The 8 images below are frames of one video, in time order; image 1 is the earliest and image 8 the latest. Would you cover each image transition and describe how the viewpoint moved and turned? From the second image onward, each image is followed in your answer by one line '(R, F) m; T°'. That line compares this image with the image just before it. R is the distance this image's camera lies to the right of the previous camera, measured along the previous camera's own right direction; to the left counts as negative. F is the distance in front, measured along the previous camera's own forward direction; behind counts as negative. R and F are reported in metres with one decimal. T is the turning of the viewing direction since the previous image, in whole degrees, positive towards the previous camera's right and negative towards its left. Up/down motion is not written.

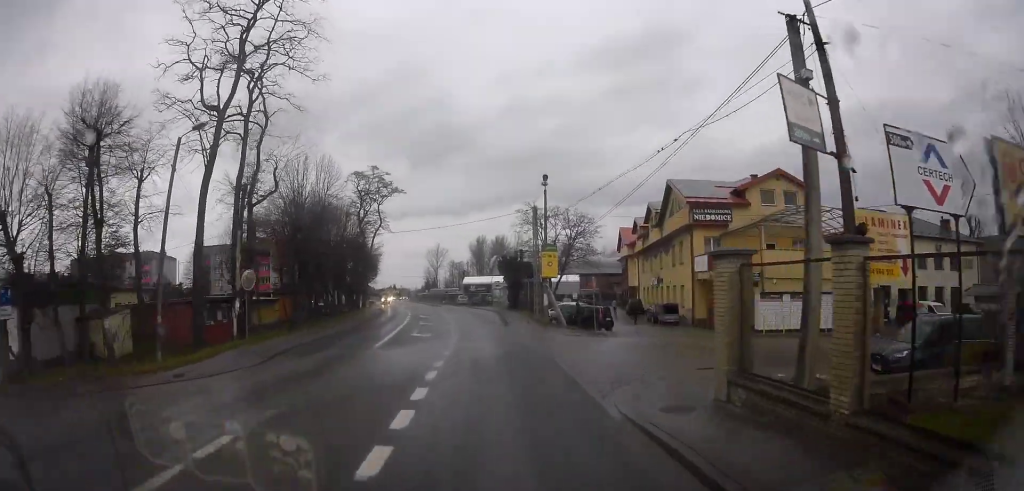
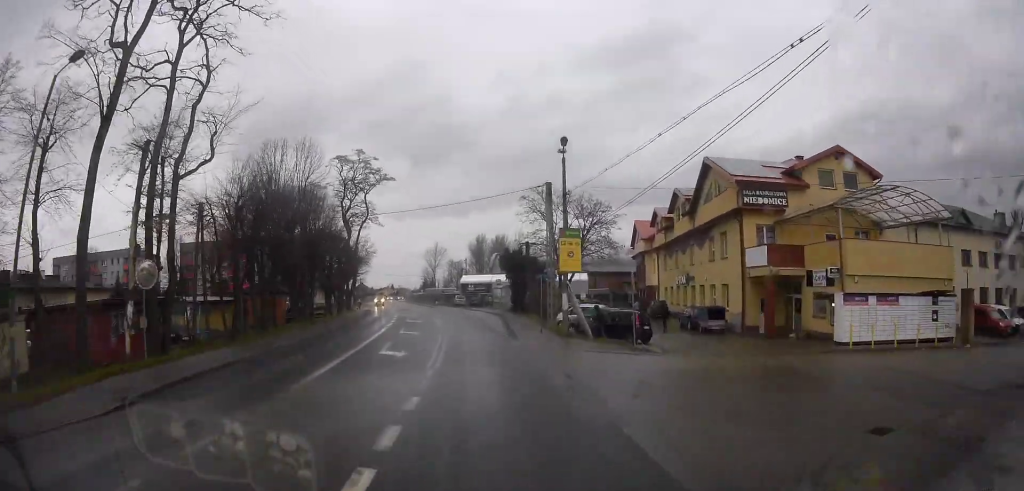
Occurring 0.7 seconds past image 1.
(+0.2, +7.4) m; 0°
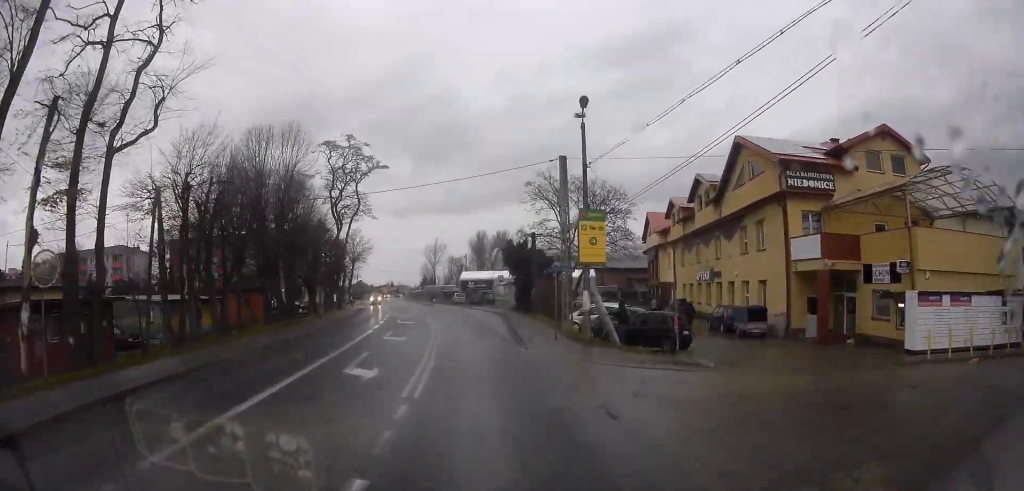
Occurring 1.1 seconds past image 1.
(-0.3, +4.2) m; 0°
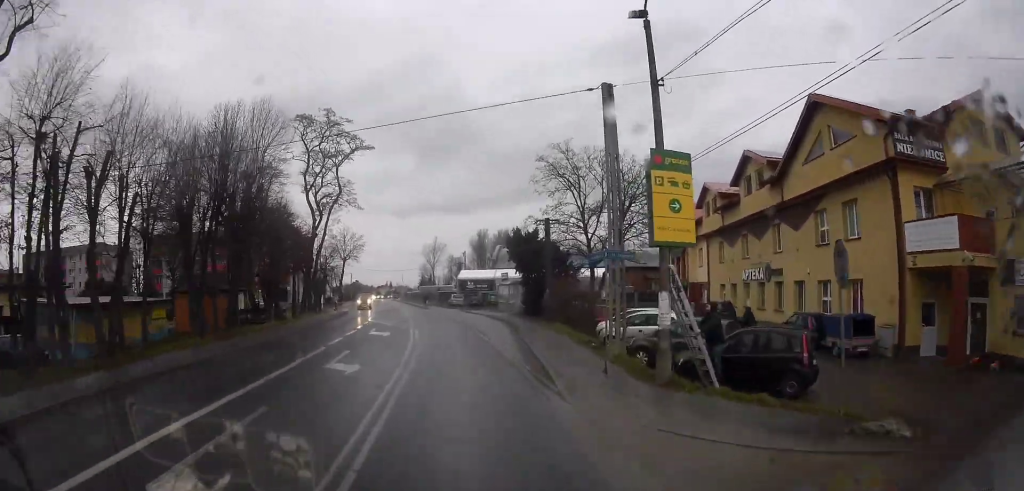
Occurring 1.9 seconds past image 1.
(+0.1, +7.6) m; +1°
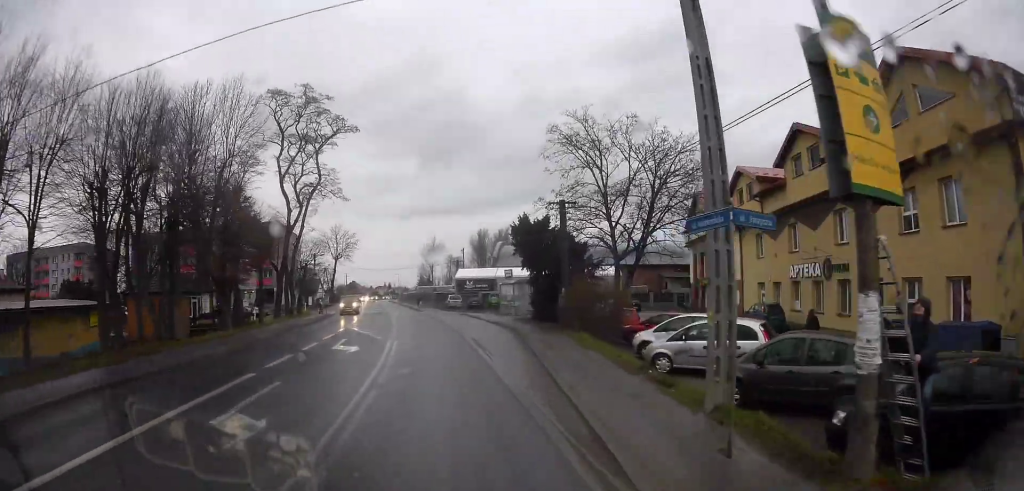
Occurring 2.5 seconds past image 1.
(+0.4, +5.9) m; +1°
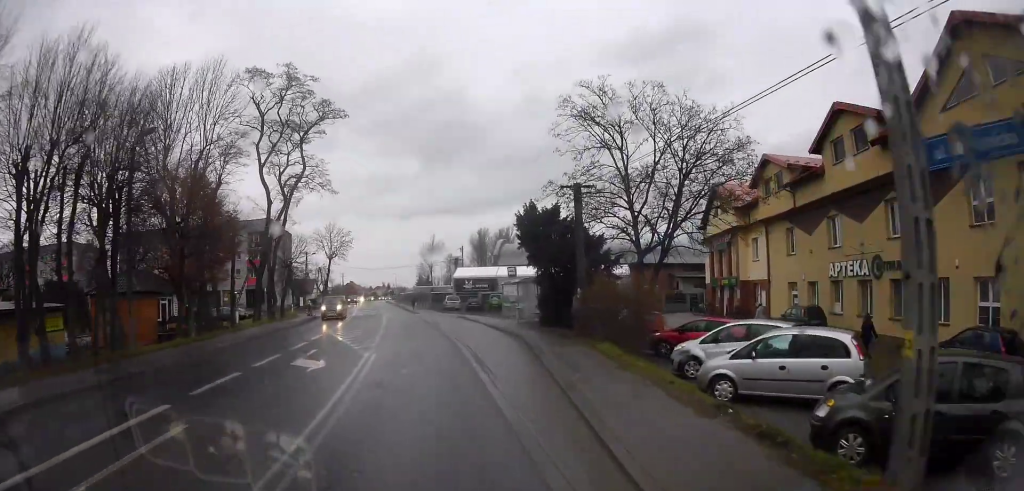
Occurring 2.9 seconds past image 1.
(-0.2, +3.9) m; -1°
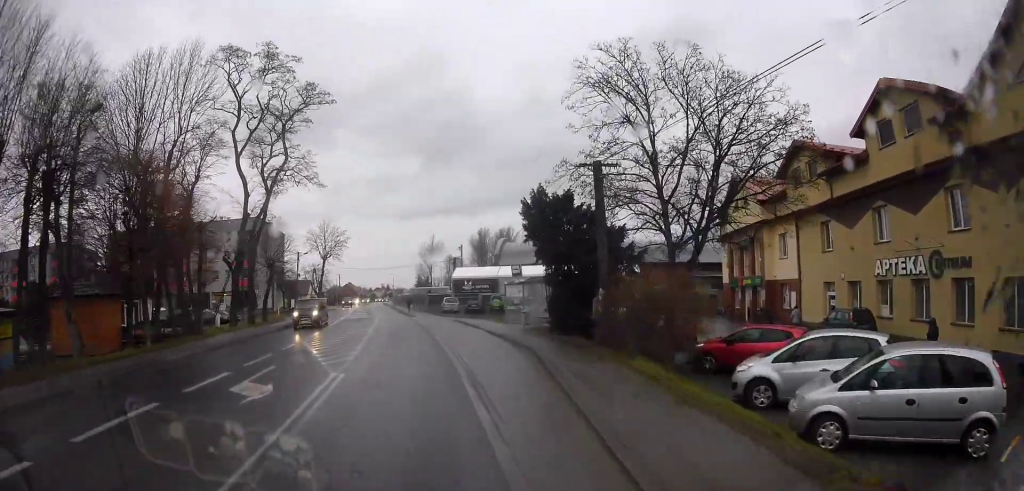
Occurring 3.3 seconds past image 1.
(-0.1, +3.9) m; -1°
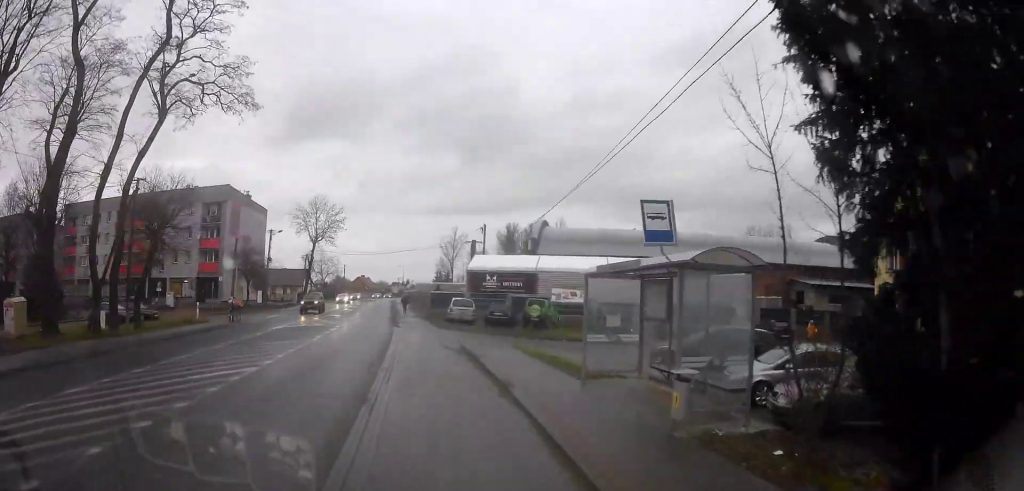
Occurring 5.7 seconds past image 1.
(+0.7, +20.3) m; +2°
